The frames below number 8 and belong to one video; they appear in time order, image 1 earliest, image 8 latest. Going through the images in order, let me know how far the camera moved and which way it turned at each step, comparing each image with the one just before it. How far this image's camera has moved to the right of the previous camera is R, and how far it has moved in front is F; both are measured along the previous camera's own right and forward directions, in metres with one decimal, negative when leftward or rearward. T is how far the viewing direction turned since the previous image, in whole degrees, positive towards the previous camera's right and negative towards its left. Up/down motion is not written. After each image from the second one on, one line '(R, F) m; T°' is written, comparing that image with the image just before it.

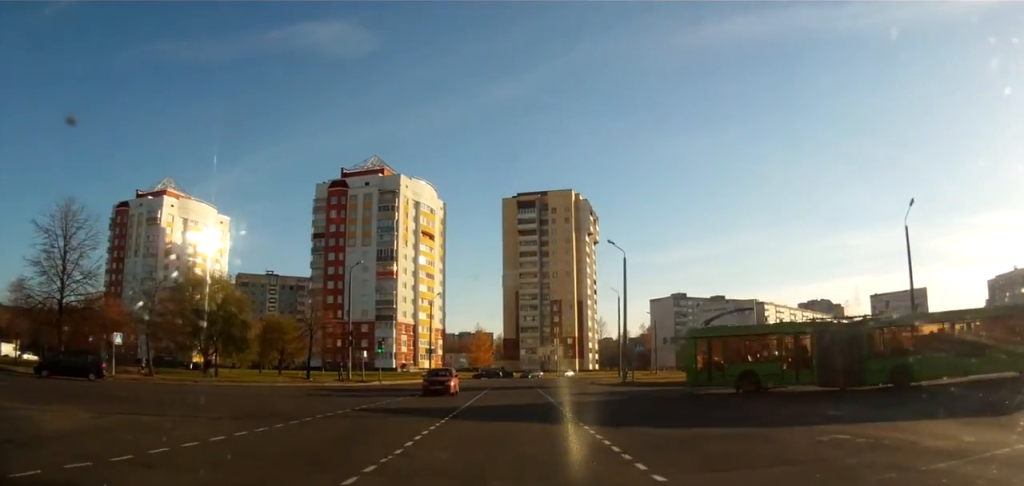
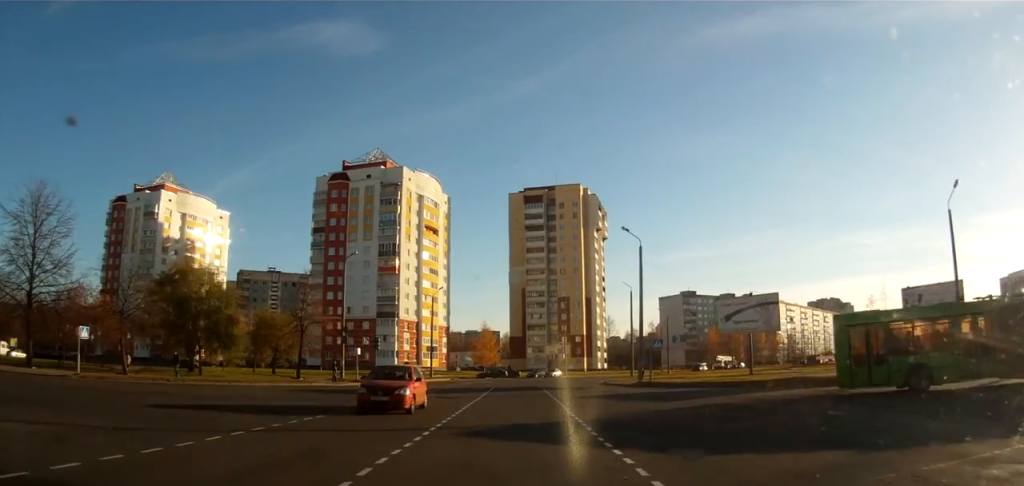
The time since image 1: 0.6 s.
(0.0, +4.2) m; -1°
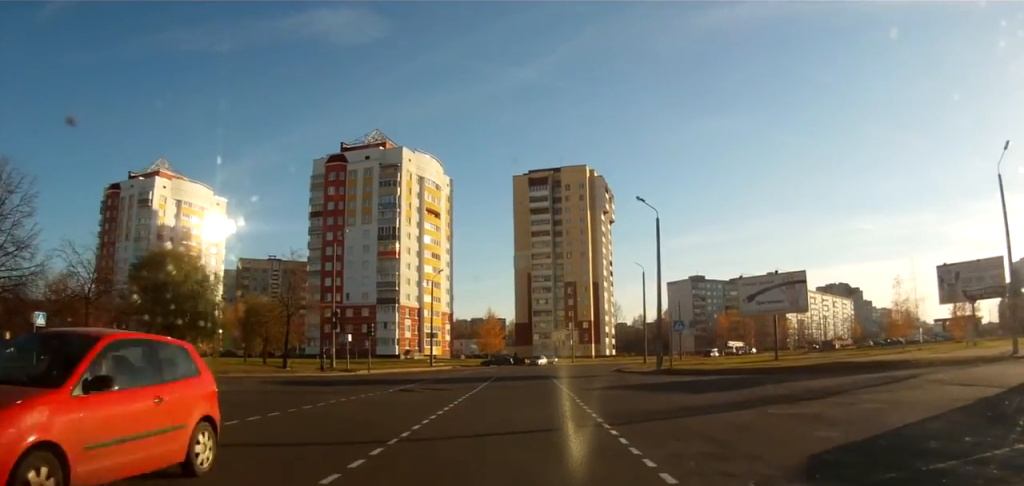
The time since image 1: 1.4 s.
(-0.1, +4.6) m; -1°
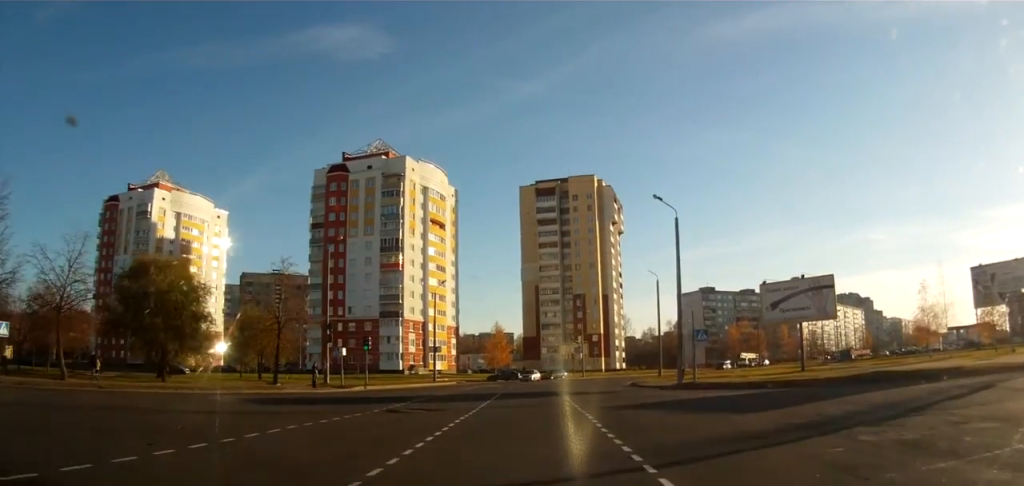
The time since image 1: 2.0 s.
(0.0, +3.4) m; -1°
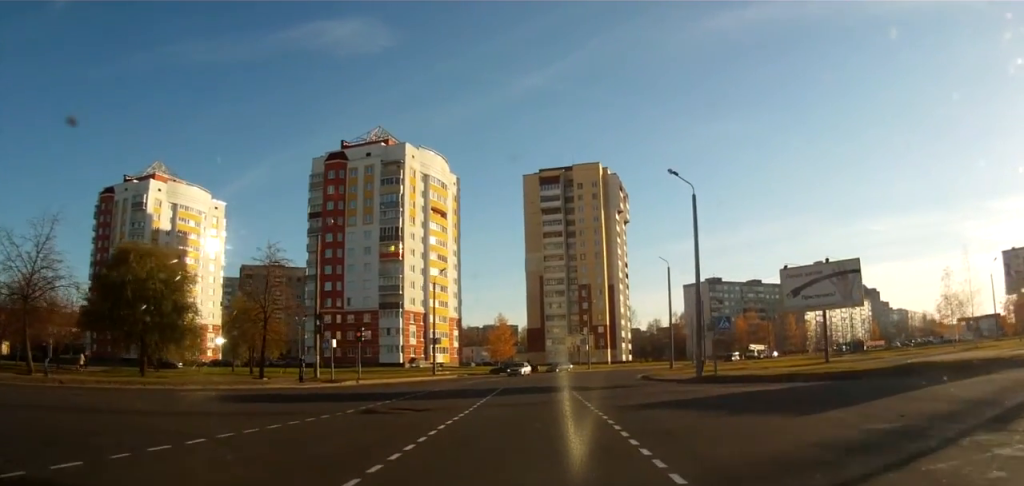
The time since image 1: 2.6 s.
(0.0, +3.3) m; -1°
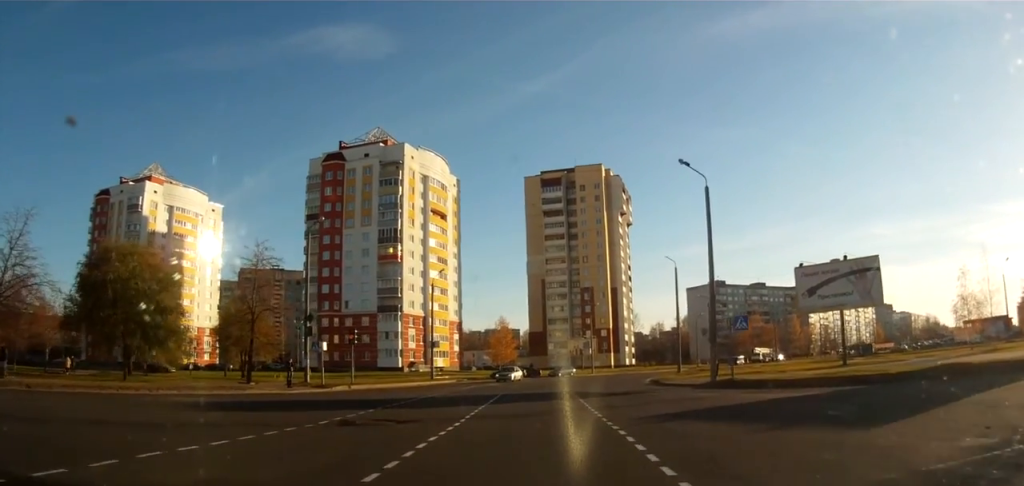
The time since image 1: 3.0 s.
(0.0, +2.2) m; 0°
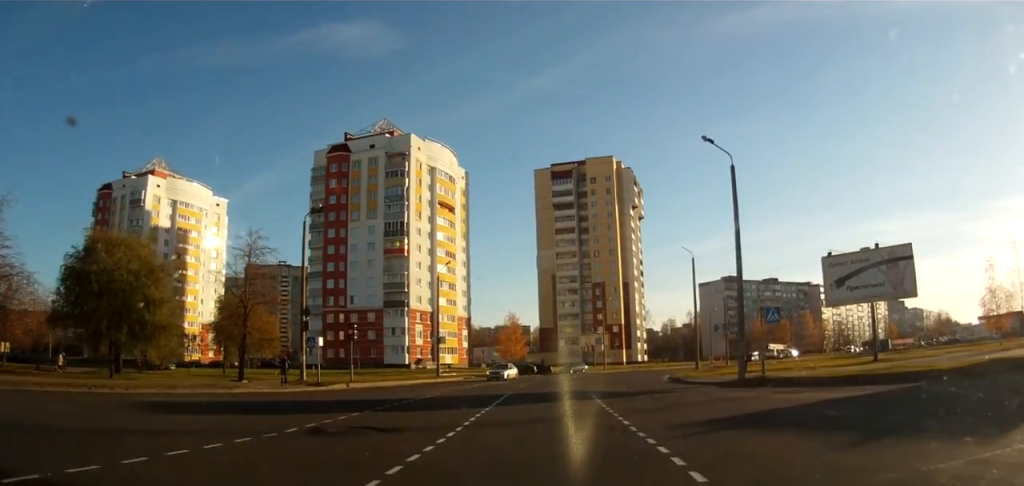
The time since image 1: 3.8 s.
(-0.1, +3.5) m; -1°
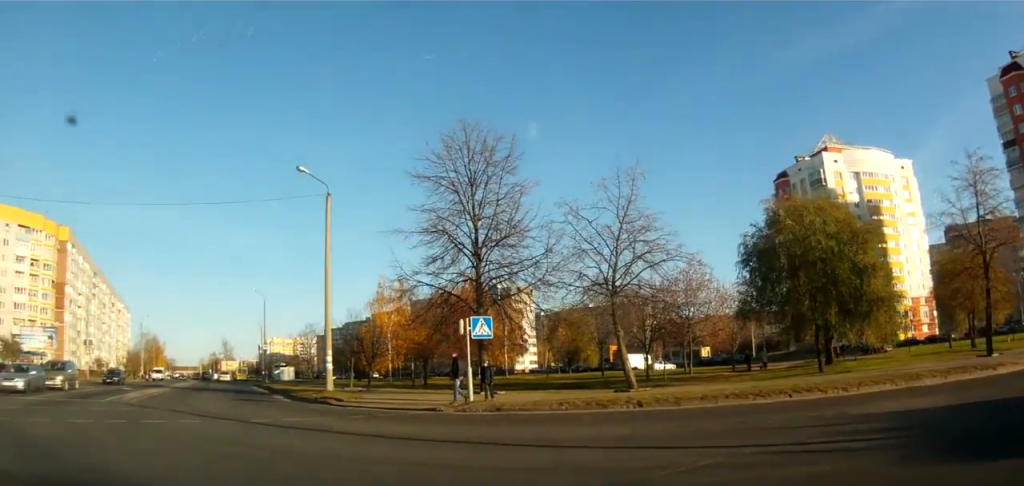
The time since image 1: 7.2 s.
(-5.6, +8.3) m; -74°
